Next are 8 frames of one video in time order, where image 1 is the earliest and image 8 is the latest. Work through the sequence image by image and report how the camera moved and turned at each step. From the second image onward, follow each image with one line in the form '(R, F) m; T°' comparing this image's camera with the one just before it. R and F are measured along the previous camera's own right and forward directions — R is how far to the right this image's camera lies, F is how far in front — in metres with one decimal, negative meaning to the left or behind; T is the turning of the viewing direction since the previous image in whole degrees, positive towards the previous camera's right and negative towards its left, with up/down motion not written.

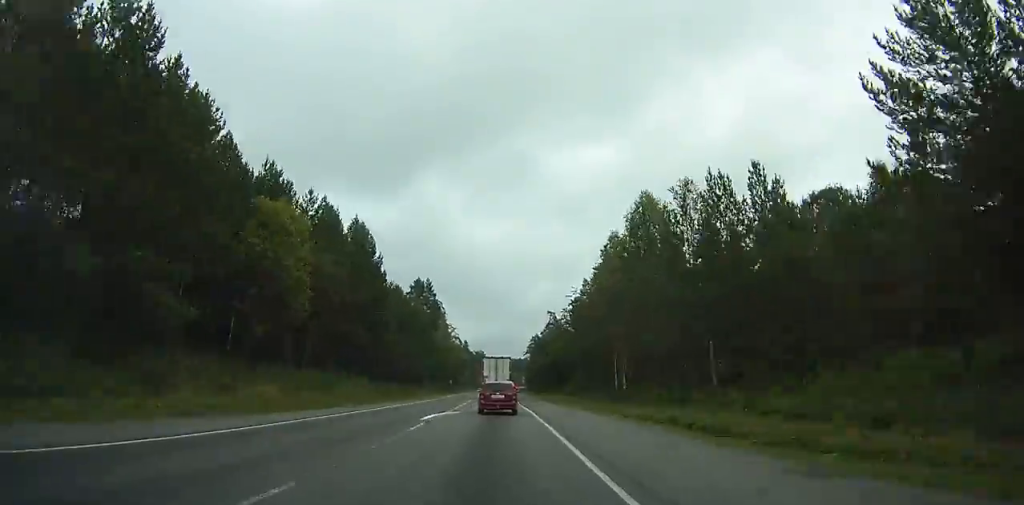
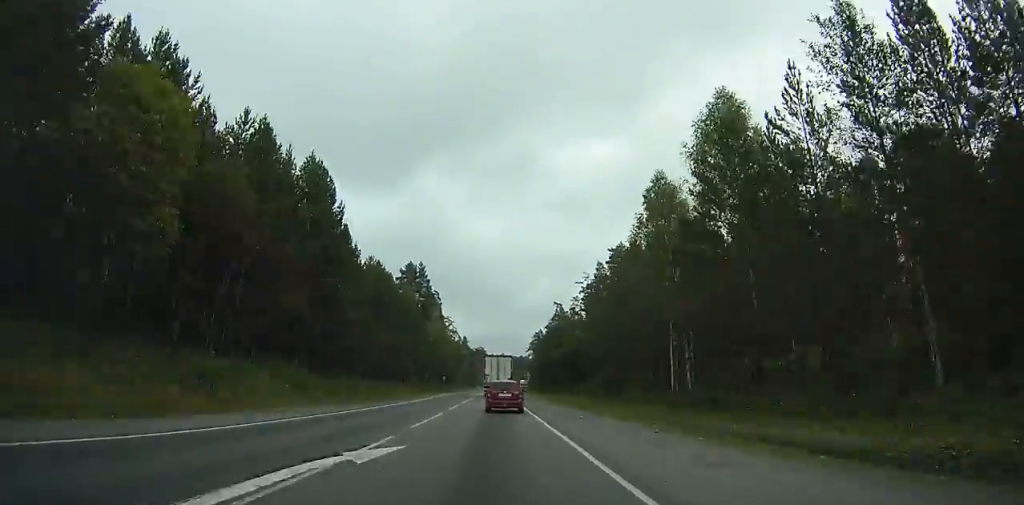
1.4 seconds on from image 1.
(-0.1, +15.9) m; 0°
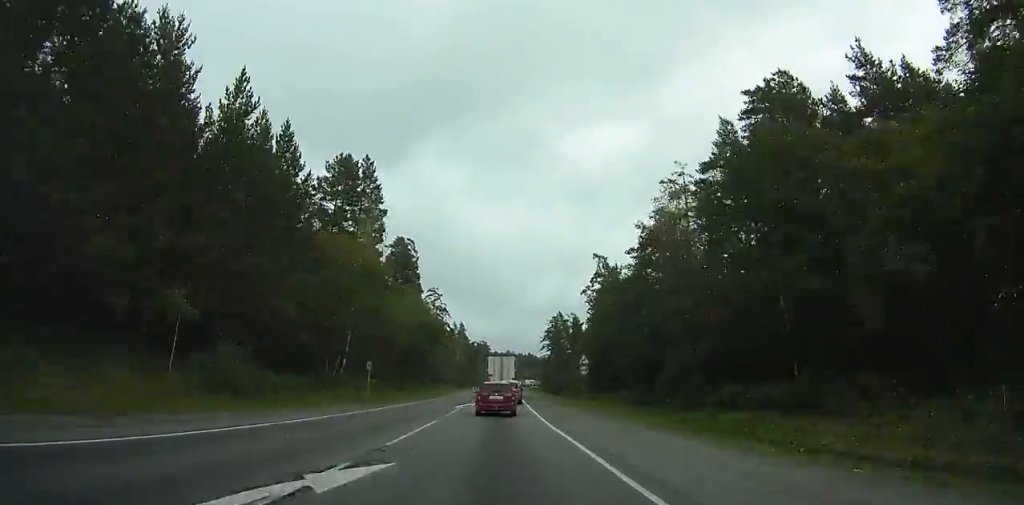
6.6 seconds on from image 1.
(0.0, +58.9) m; 0°
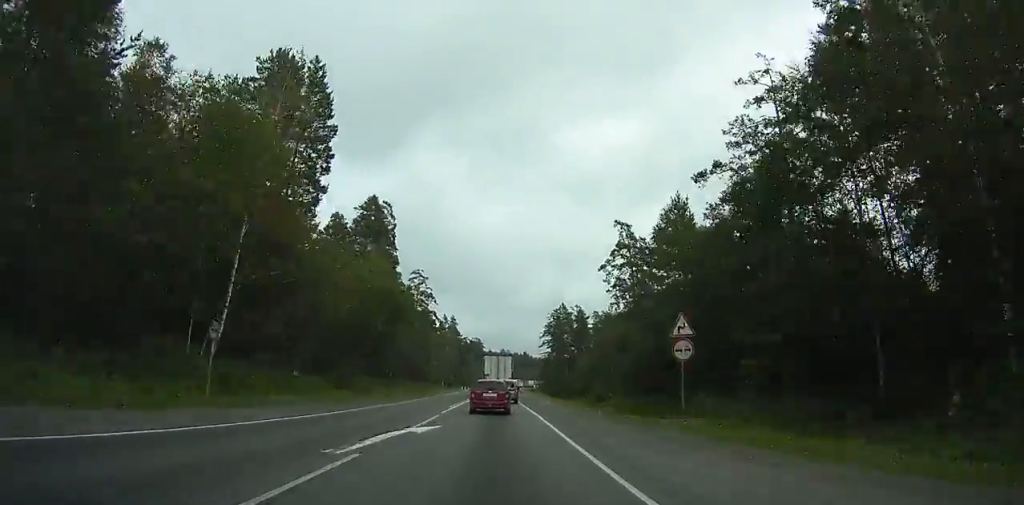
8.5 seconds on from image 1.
(+0.2, +21.5) m; 0°
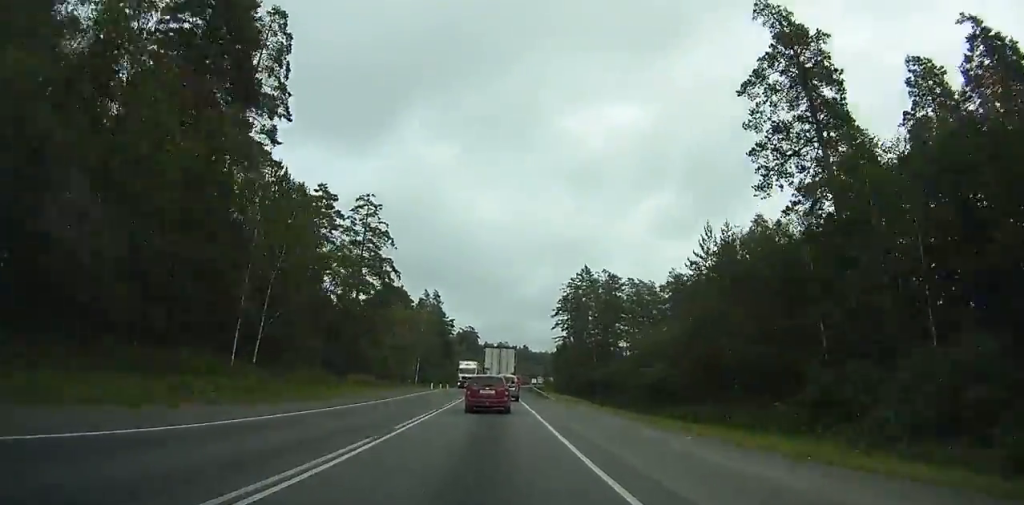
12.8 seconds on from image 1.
(+0.2, +48.4) m; 0°
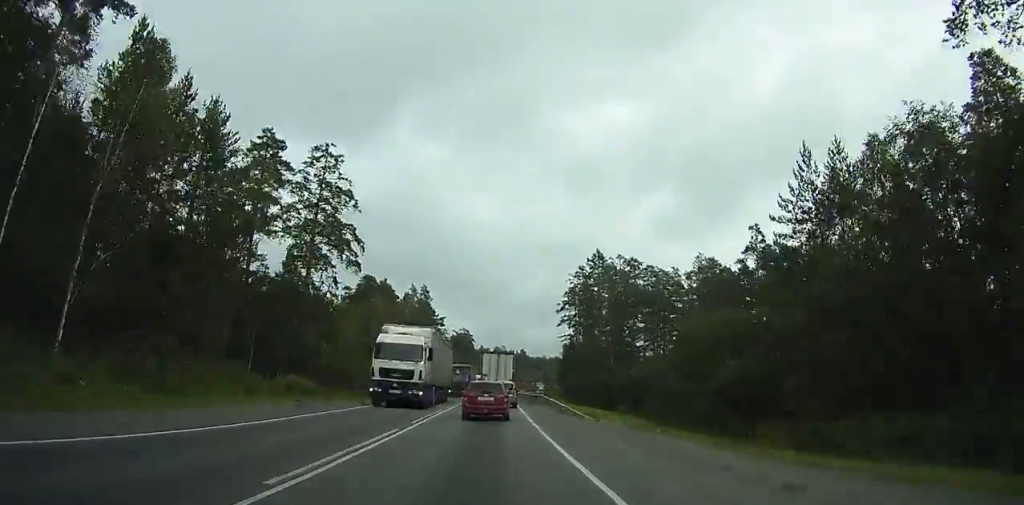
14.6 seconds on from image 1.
(0.0, +20.0) m; 0°
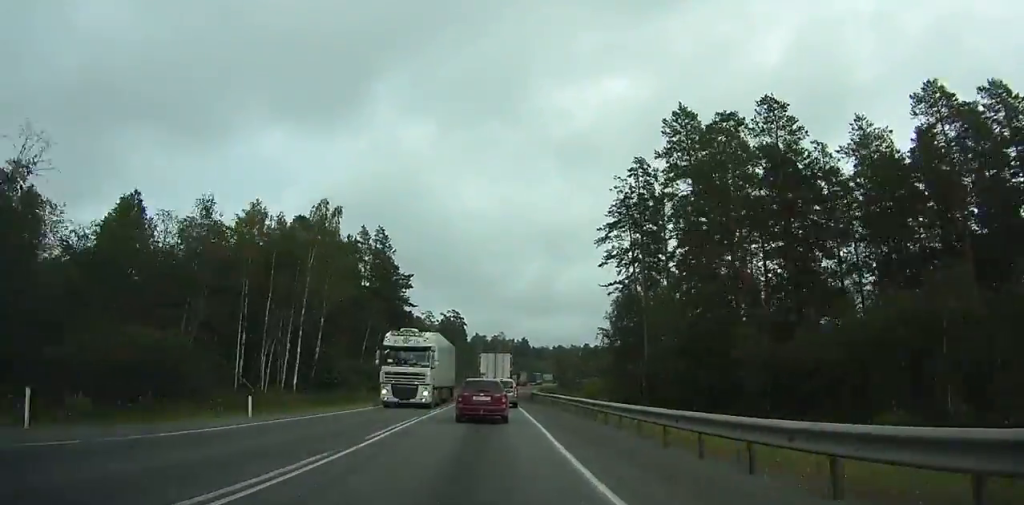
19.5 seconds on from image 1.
(+0.3, +53.9) m; +1°
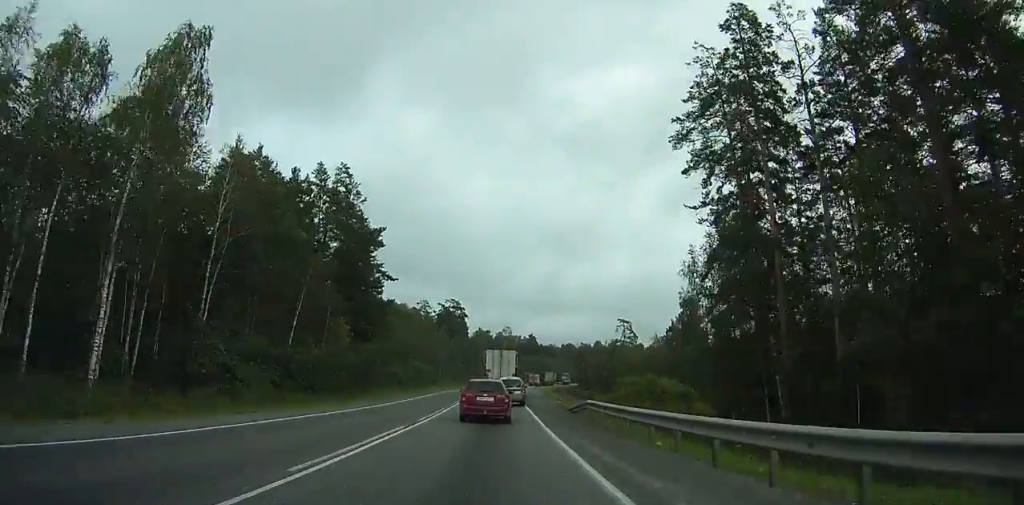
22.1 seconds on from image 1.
(0.0, +28.5) m; 0°
